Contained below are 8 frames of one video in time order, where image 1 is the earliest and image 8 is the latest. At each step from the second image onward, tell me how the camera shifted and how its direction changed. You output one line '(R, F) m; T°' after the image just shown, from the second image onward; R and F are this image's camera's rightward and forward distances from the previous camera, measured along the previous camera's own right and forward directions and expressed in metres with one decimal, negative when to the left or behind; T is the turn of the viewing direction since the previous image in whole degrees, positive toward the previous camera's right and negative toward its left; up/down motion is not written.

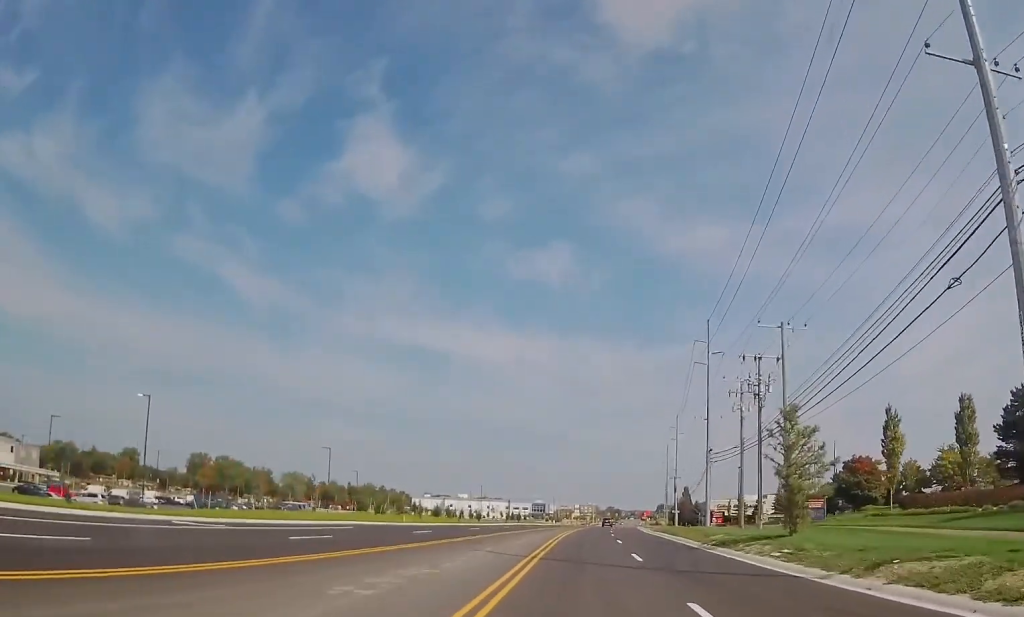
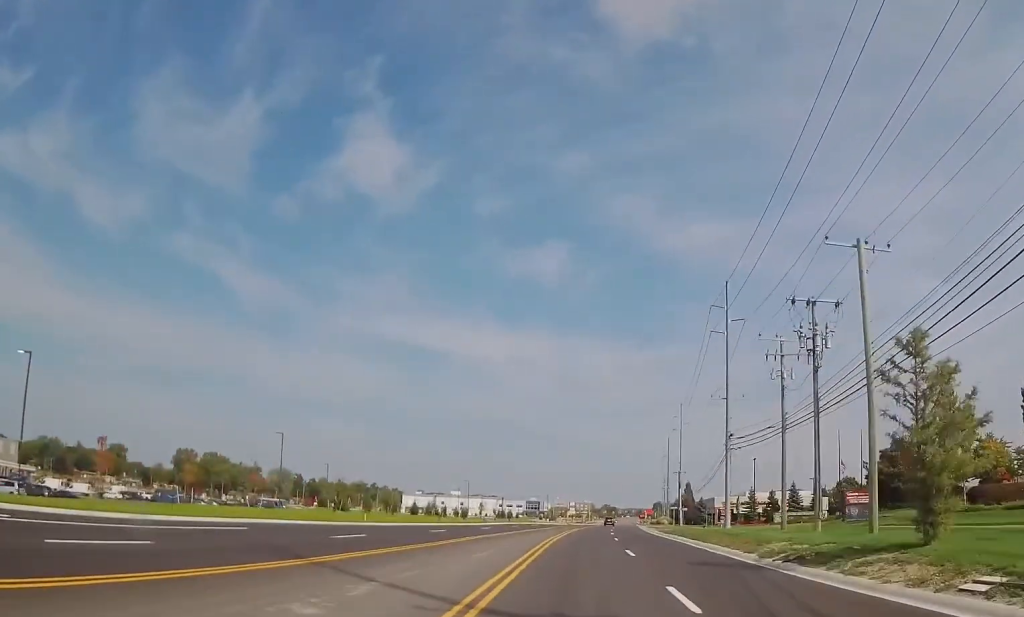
(-0.3, +12.9) m; 0°
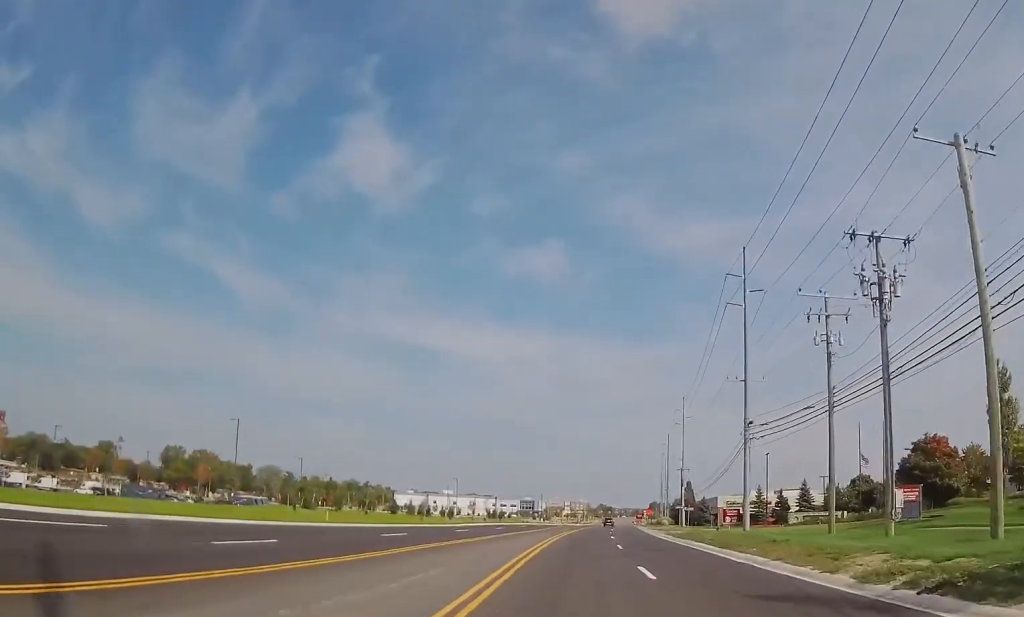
(0.0, +9.1) m; 0°
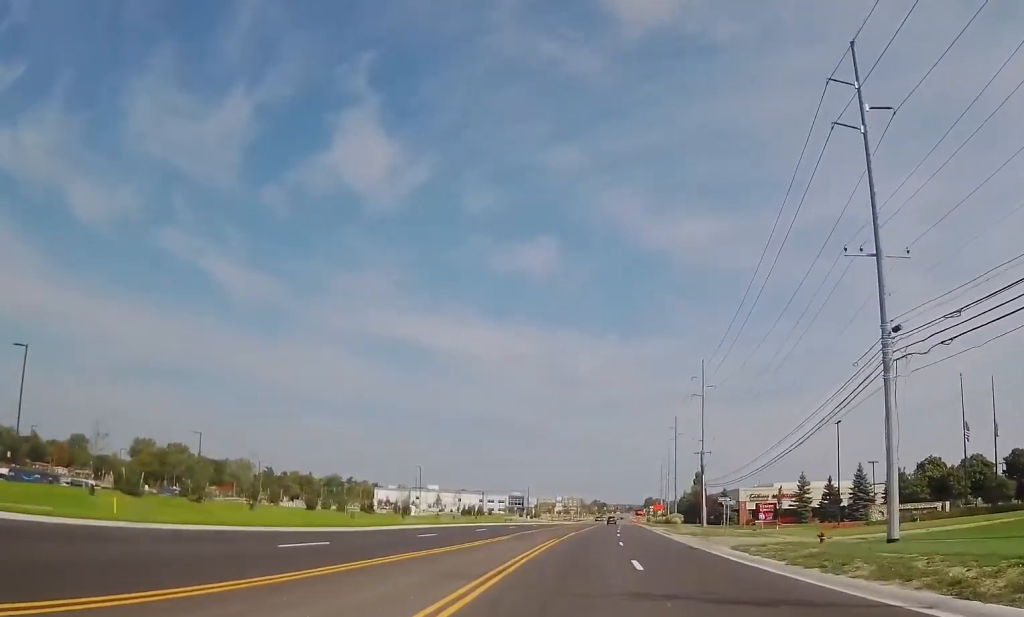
(-0.2, +27.6) m; -1°
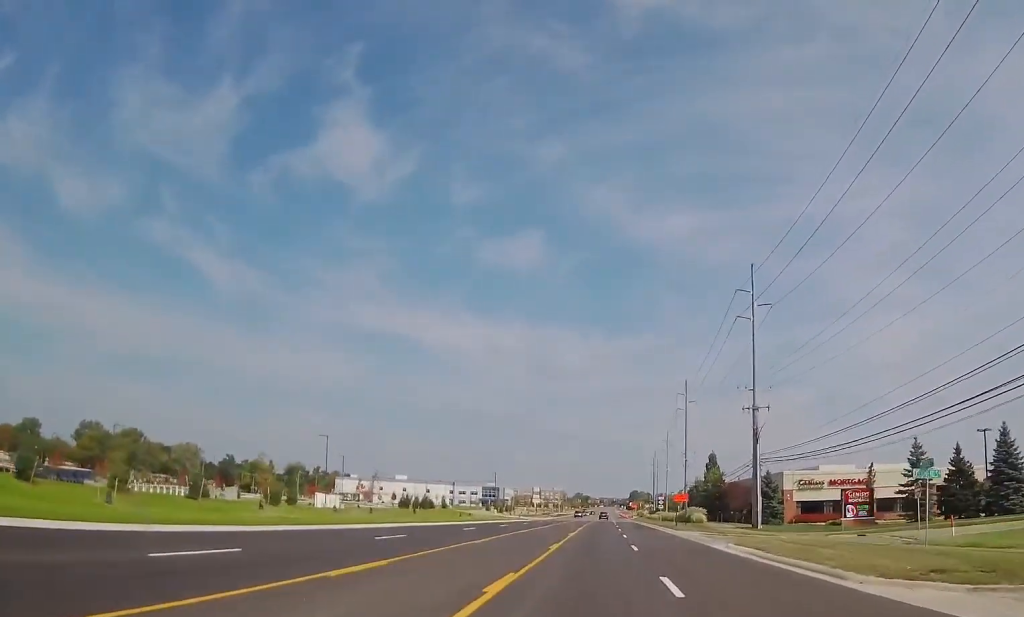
(+0.8, +37.8) m; +1°
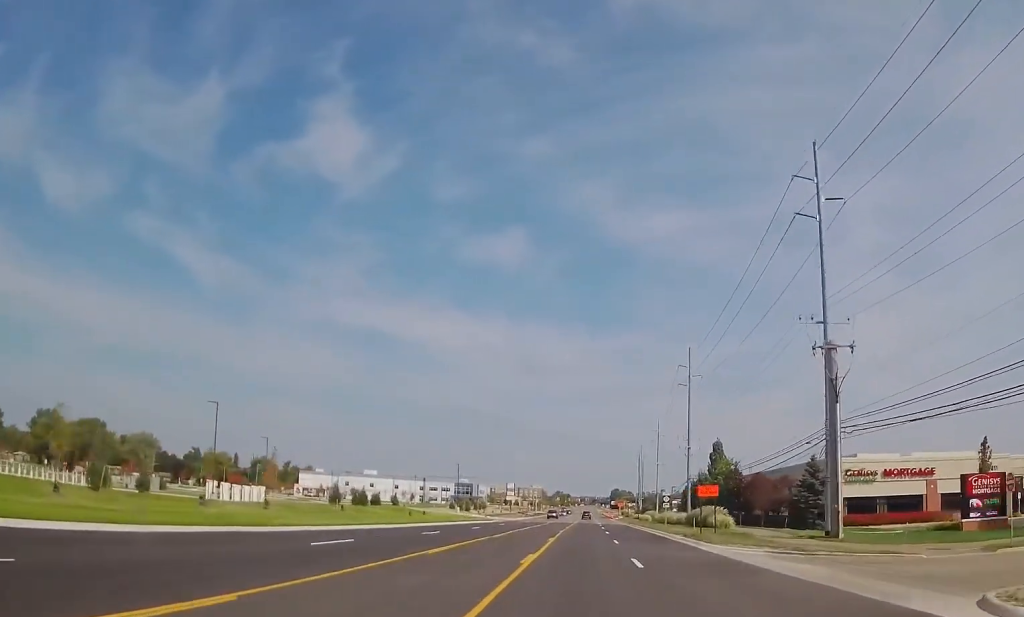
(-0.3, +22.7) m; 0°
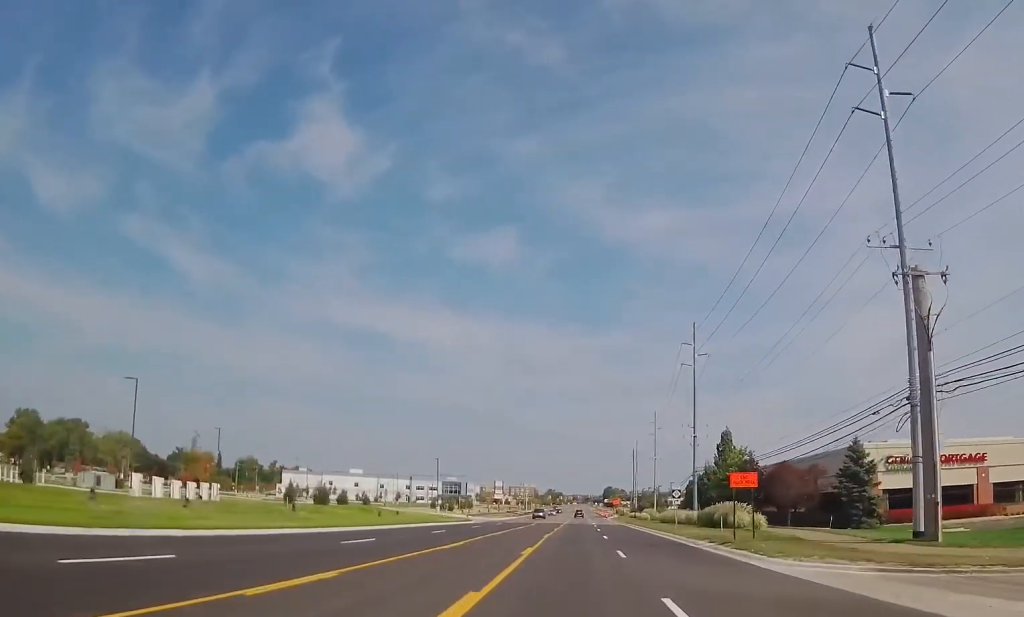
(-0.1, +11.5) m; +1°
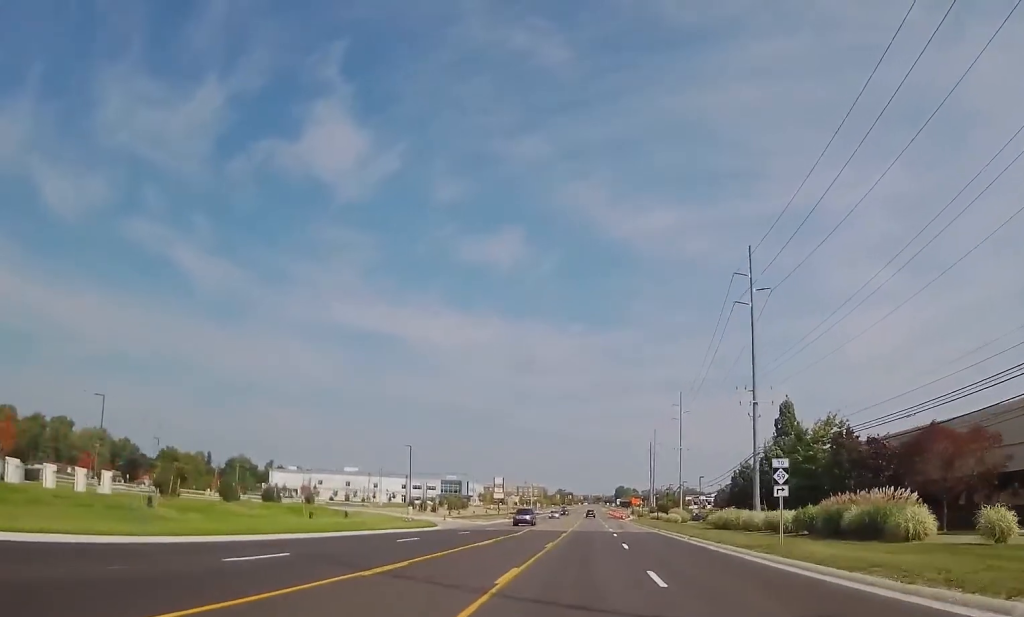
(+0.7, +24.9) m; +2°
